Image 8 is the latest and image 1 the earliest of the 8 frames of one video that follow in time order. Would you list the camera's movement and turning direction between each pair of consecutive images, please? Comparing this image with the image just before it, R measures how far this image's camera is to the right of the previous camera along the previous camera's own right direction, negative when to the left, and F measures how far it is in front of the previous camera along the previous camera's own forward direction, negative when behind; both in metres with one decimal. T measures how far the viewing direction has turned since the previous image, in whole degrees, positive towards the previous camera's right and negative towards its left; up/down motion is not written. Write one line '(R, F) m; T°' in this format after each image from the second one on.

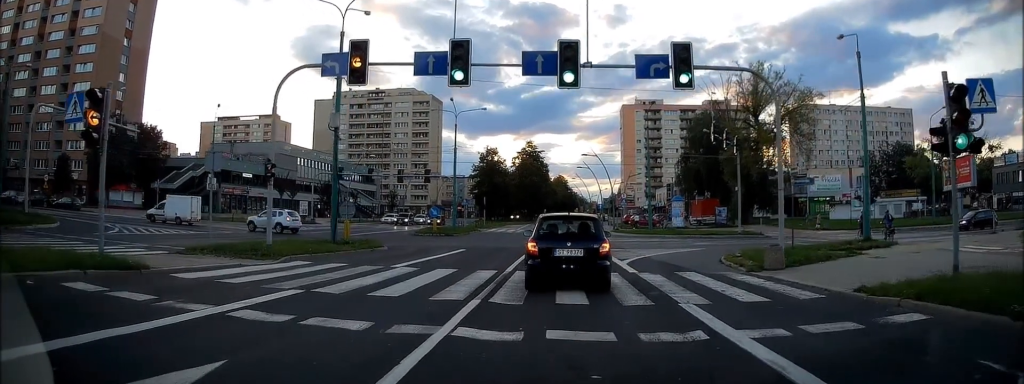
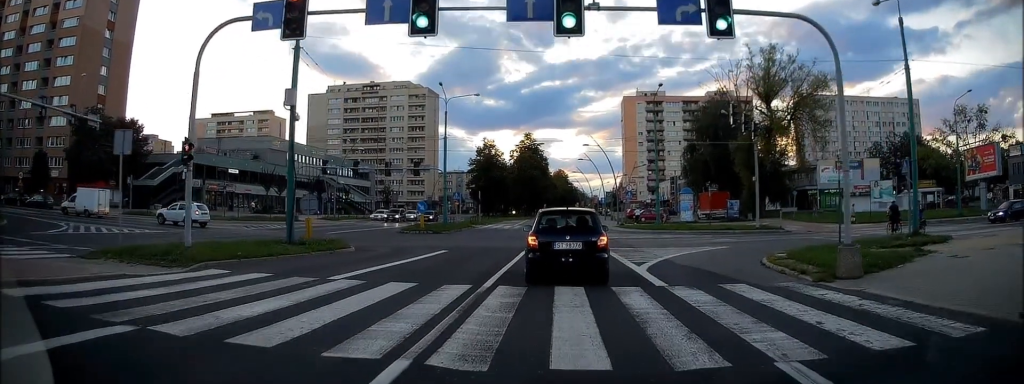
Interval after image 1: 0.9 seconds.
(-0.1, +4.0) m; 0°
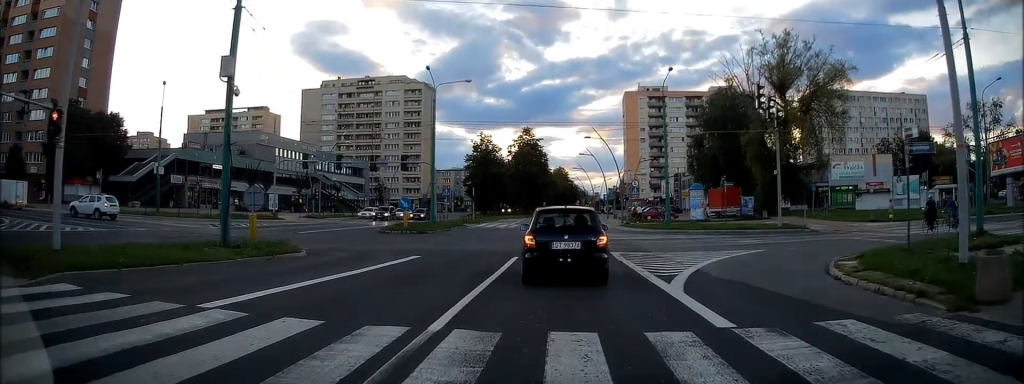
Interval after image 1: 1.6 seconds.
(0.0, +4.0) m; +1°
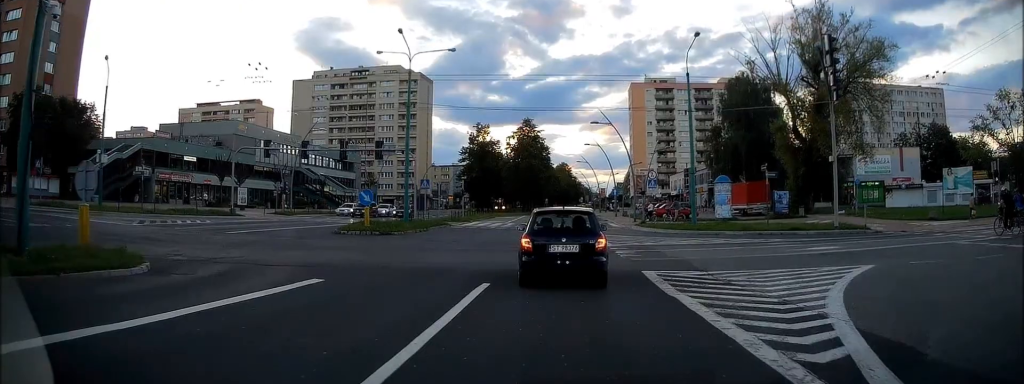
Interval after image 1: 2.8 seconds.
(0.0, +7.7) m; 0°
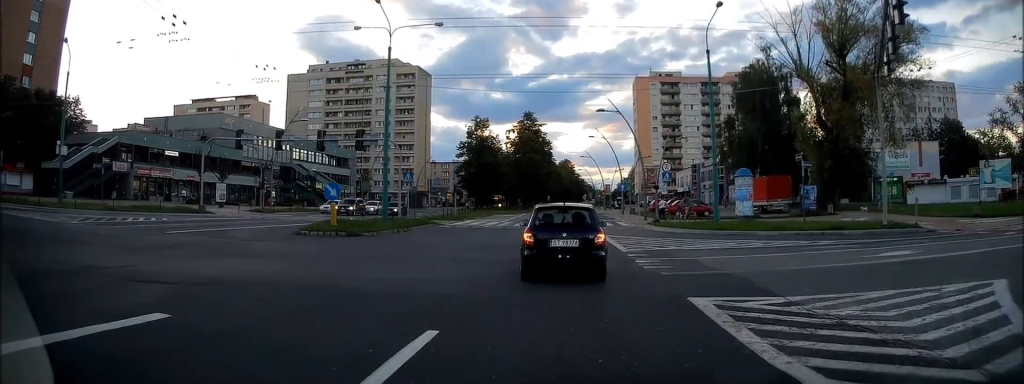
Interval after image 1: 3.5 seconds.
(0.0, +4.9) m; -1°
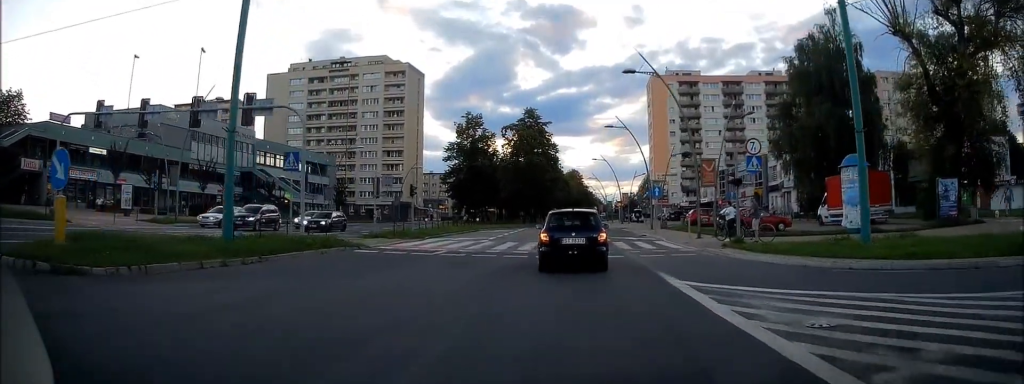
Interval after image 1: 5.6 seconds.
(-0.2, +16.3) m; +1°
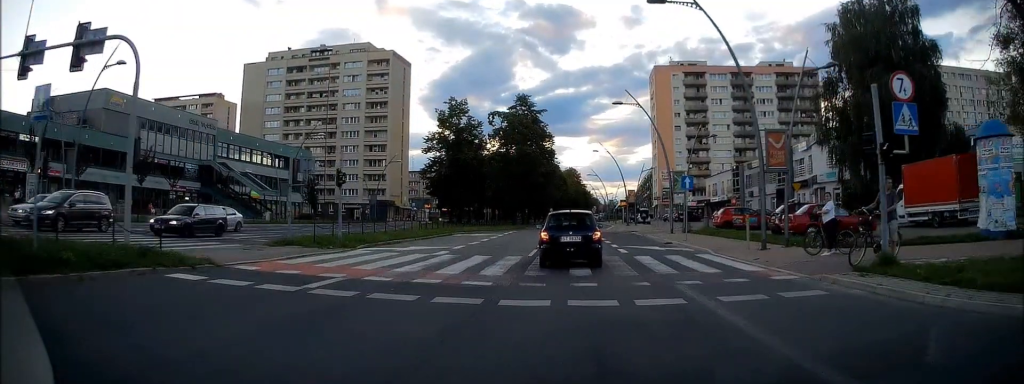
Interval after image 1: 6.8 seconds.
(+0.1, +10.4) m; -1°
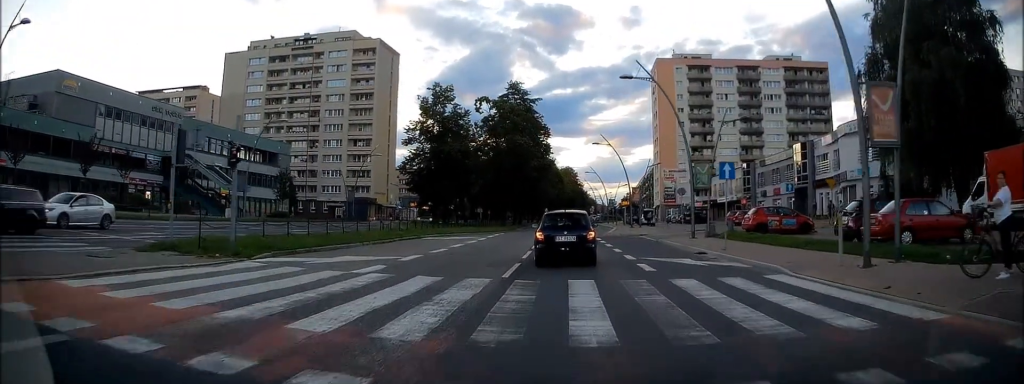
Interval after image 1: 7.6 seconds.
(-0.1, +7.3) m; -1°
